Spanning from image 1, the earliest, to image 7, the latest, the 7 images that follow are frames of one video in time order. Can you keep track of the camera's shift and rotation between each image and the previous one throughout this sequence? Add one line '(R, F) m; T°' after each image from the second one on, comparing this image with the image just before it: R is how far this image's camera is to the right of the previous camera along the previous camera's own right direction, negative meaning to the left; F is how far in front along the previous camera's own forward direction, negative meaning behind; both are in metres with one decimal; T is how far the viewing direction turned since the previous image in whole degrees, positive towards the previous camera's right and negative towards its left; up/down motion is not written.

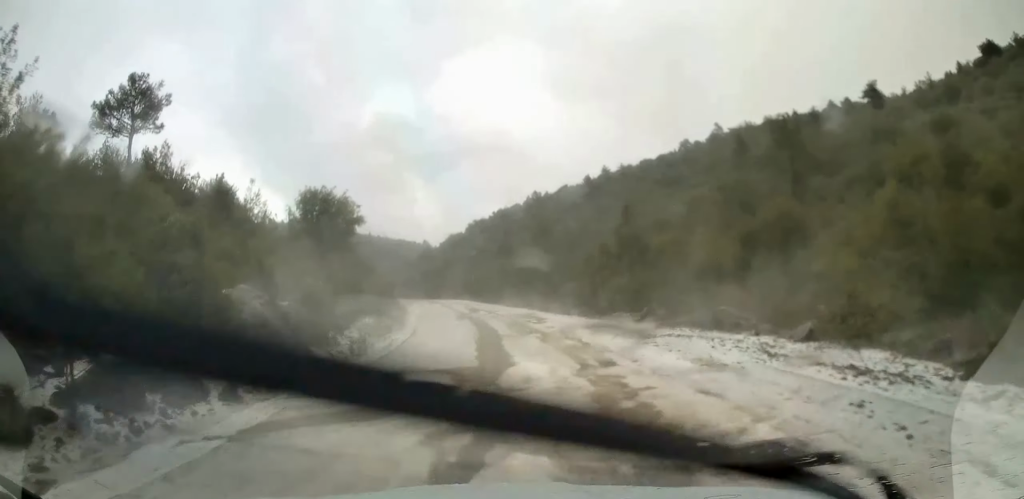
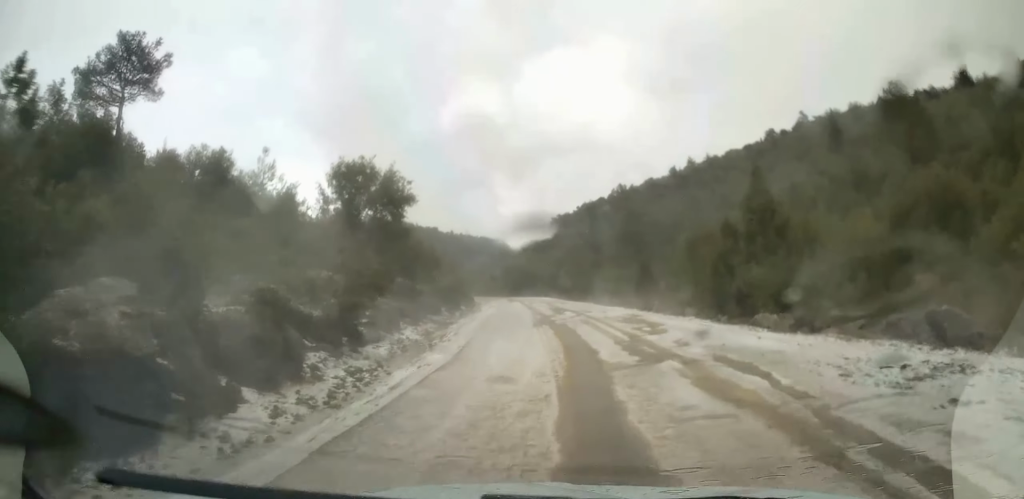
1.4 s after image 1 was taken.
(-0.3, +8.9) m; -3°
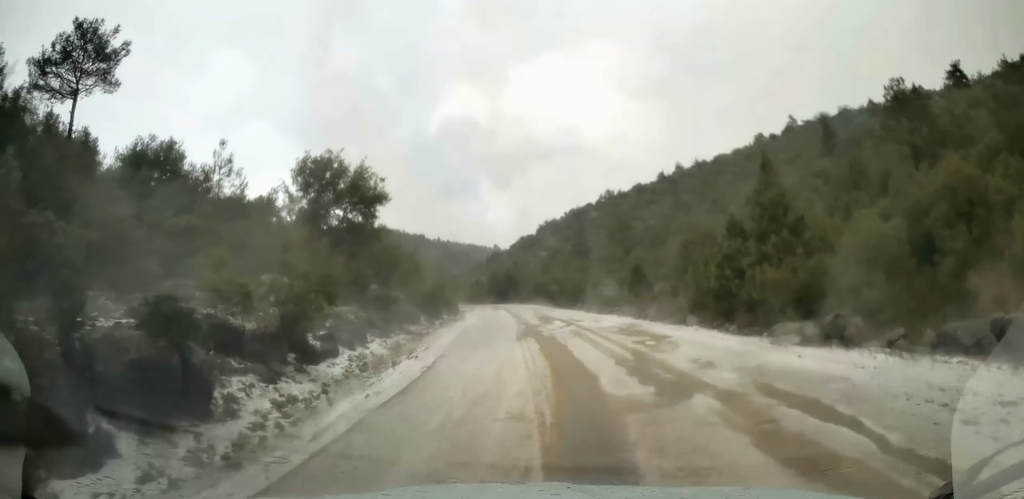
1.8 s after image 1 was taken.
(-0.1, +3.0) m; 0°
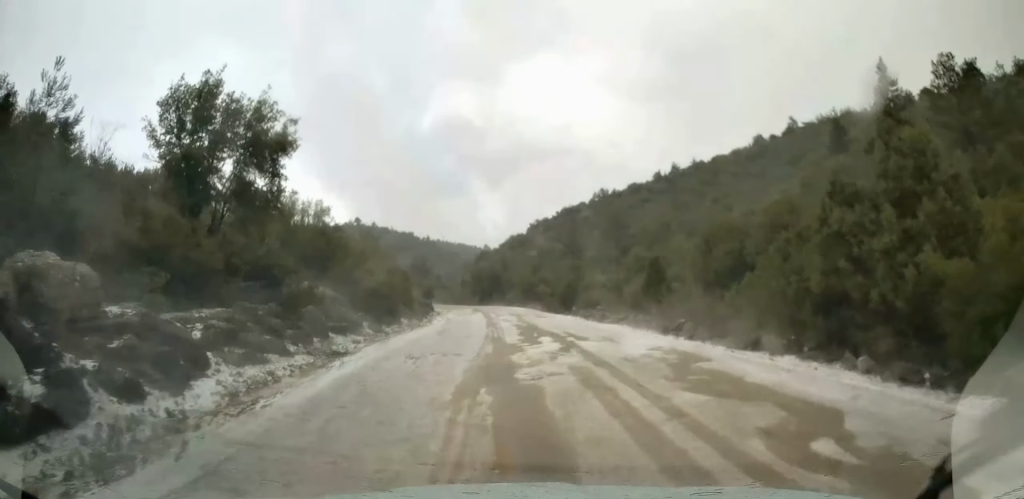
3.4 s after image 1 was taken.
(+0.1, +10.3) m; -1°
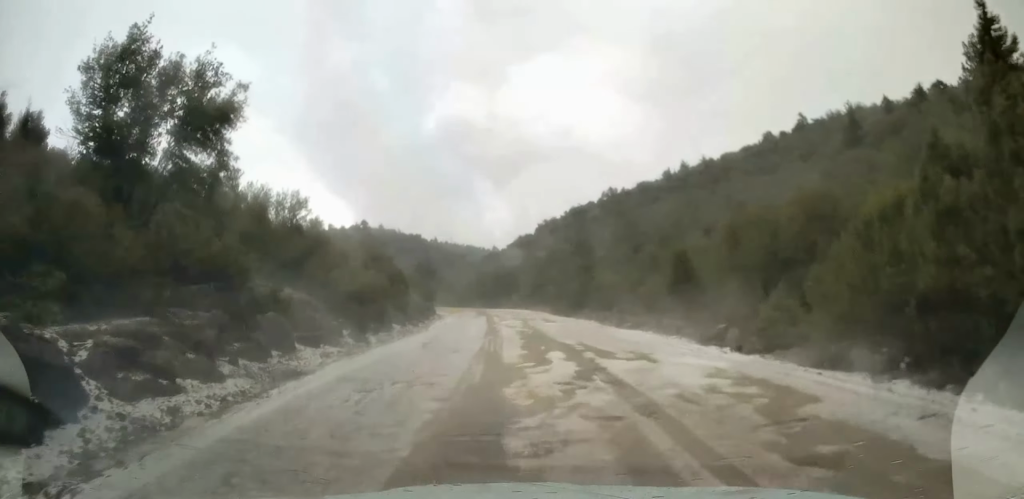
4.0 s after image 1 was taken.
(-0.1, +4.2) m; -2°
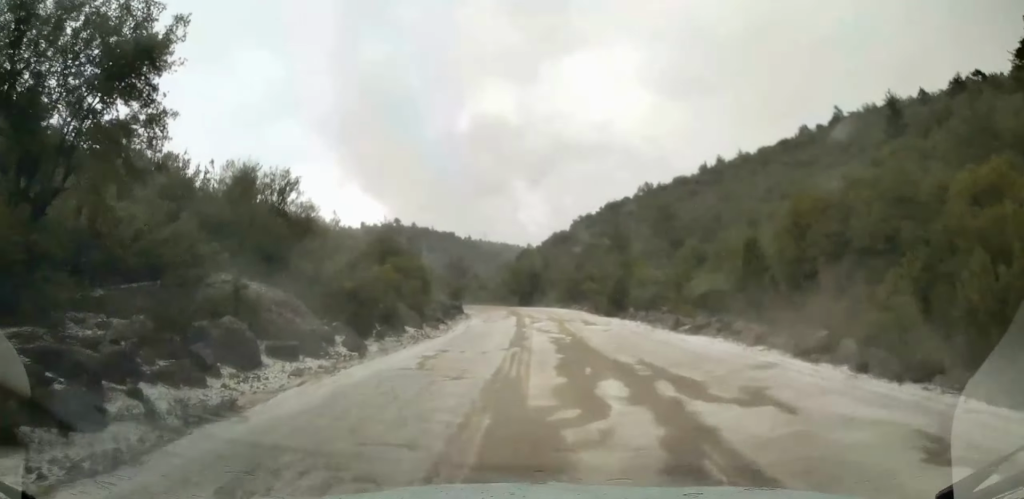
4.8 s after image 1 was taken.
(-0.1, +5.0) m; -2°
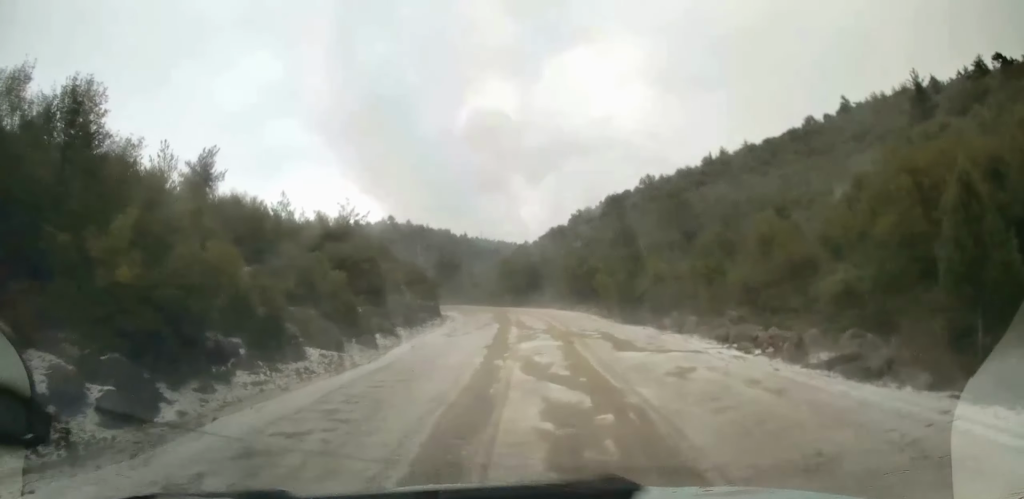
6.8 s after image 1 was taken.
(-0.4, +12.3) m; -1°
